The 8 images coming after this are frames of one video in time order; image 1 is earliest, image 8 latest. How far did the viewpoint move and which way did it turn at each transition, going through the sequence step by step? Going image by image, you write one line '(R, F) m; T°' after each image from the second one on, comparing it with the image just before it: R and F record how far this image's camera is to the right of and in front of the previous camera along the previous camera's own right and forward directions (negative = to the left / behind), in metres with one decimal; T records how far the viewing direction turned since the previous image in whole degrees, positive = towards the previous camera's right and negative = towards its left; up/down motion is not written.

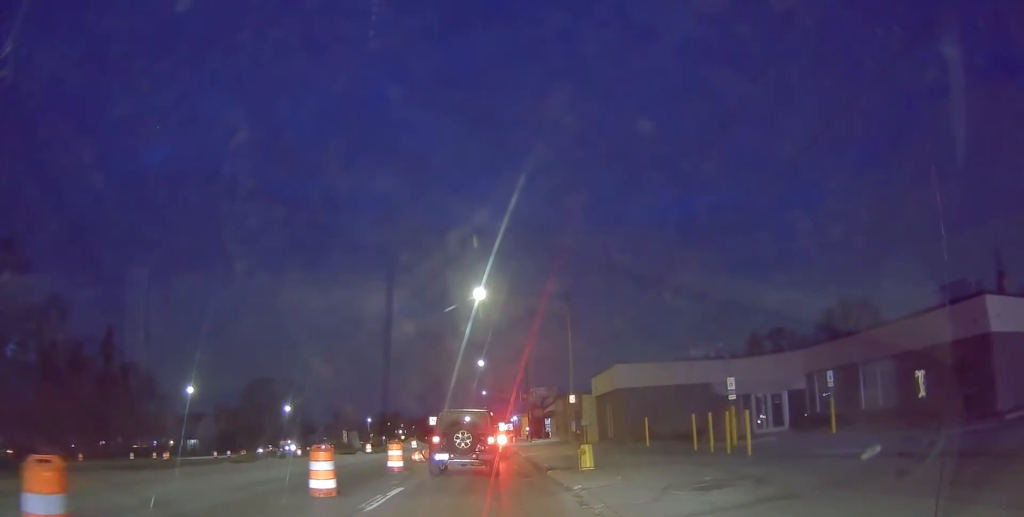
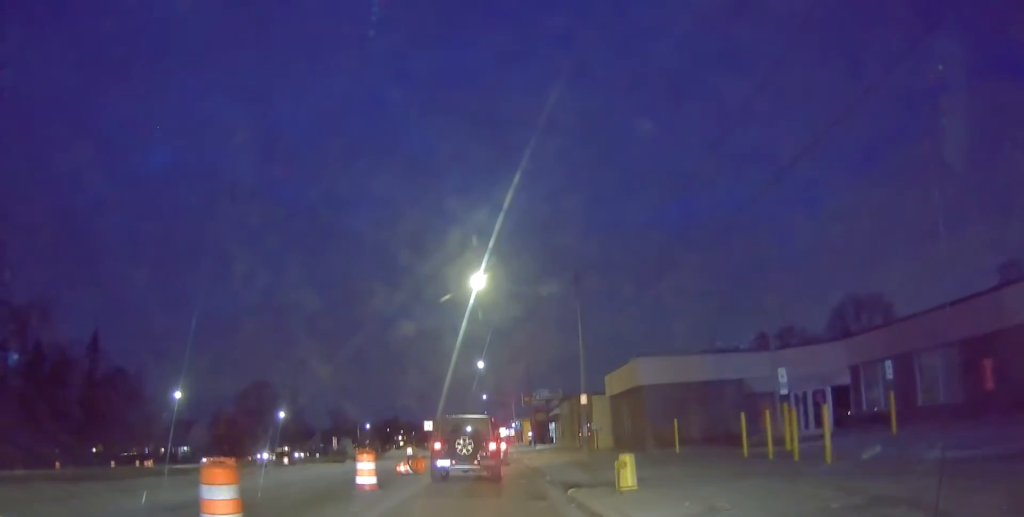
(+0.1, +4.1) m; +1°
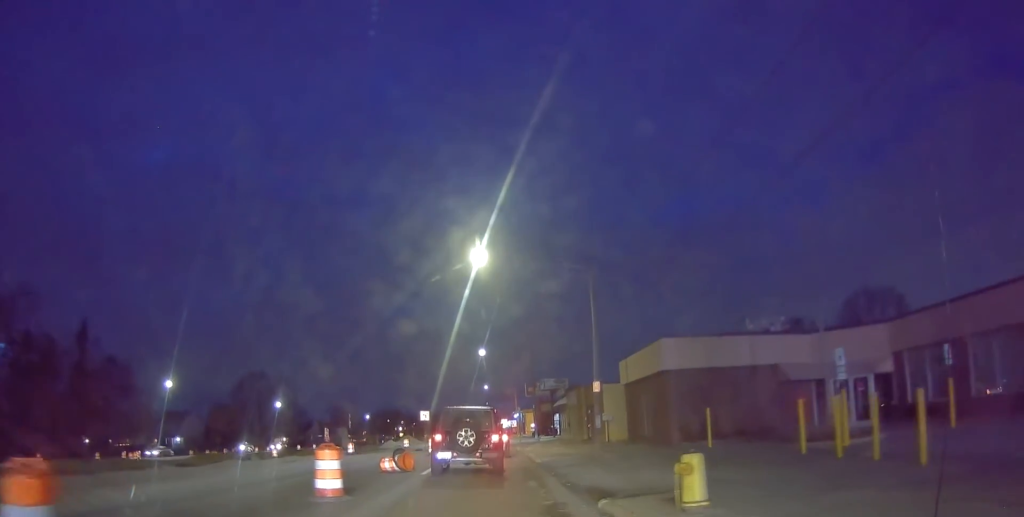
(0.0, +3.1) m; 0°
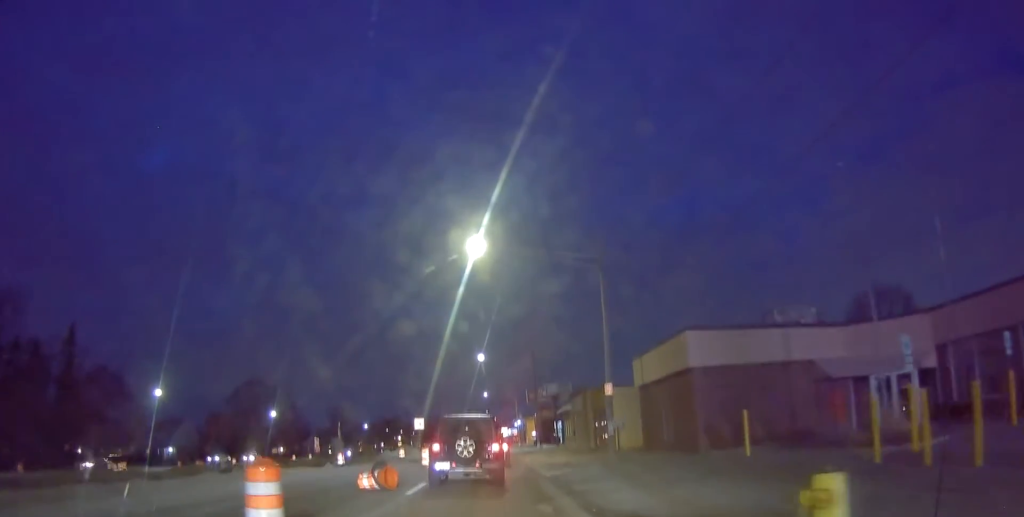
(0.0, +3.0) m; 0°
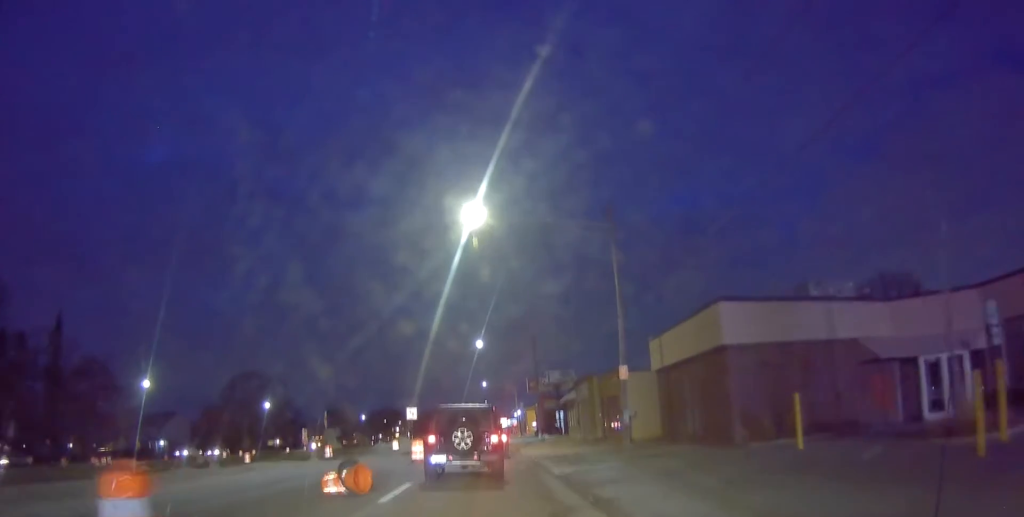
(0.0, +2.9) m; -1°
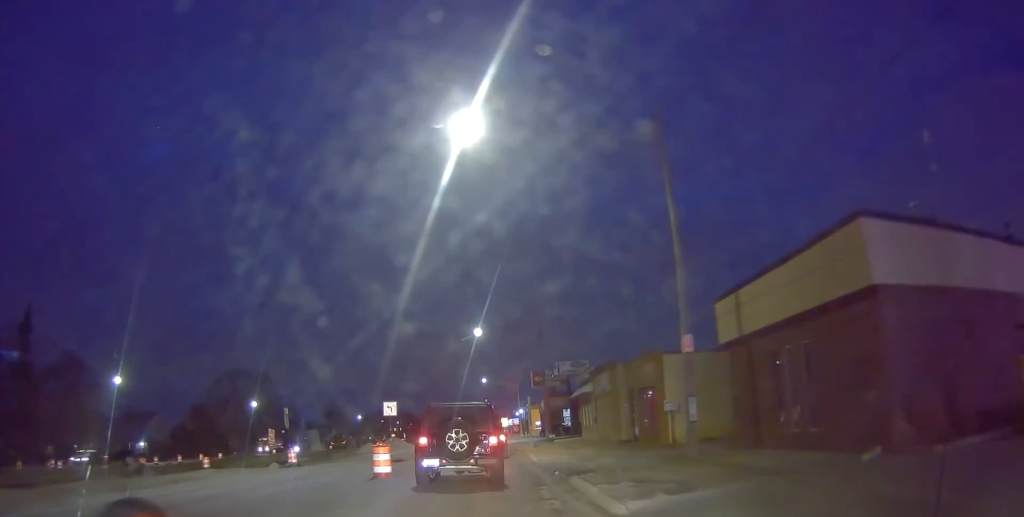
(-0.4, +7.5) m; -4°
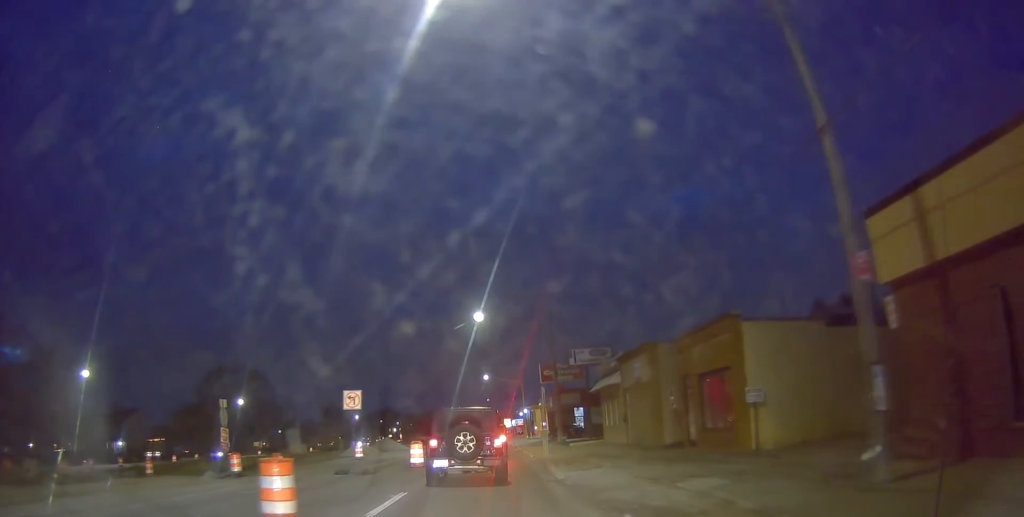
(+0.3, +8.4) m; +4°
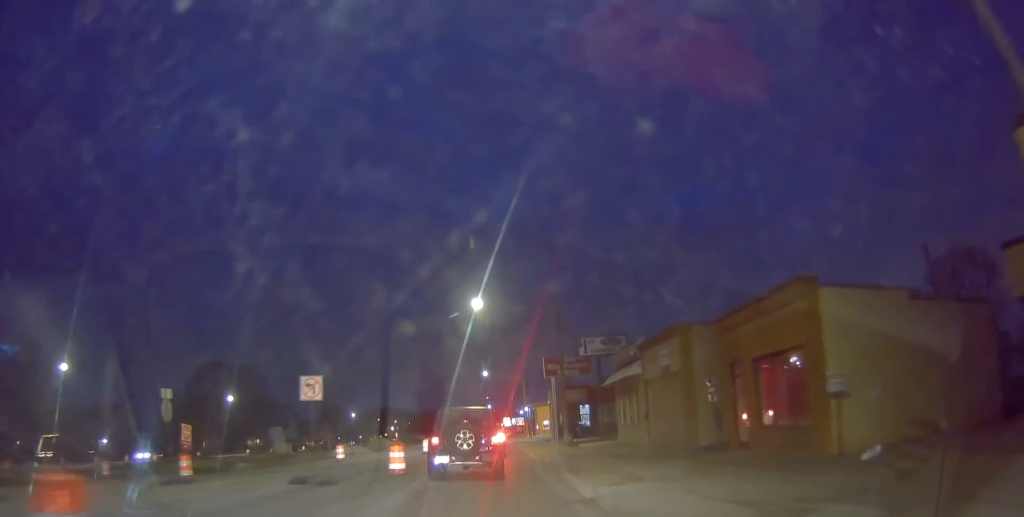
(0.0, +4.6) m; 0°
